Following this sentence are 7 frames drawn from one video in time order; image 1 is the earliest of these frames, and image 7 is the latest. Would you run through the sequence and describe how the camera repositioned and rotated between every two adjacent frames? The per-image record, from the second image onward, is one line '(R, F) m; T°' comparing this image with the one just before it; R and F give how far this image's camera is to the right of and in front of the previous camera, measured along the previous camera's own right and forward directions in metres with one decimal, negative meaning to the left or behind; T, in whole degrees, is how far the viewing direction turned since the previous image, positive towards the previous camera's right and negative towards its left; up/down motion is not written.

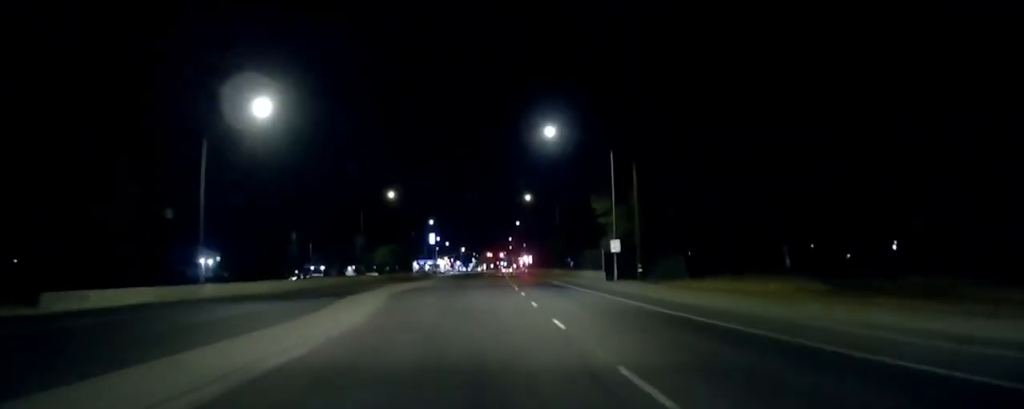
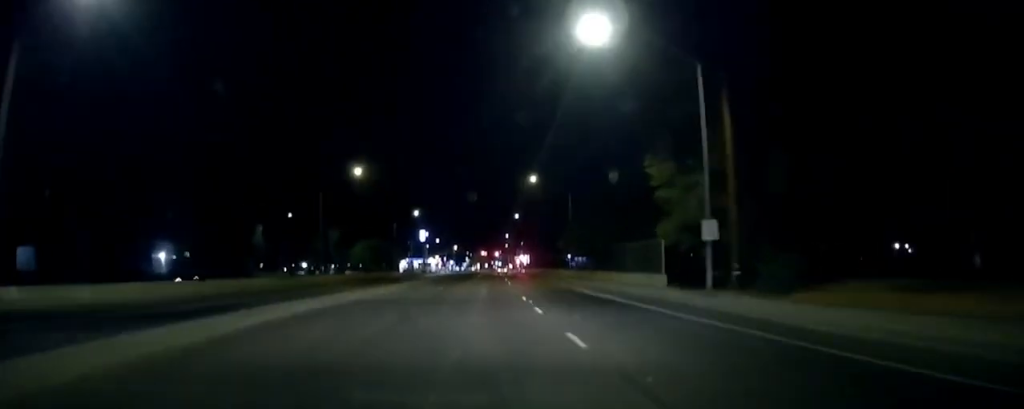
(-0.7, +17.9) m; -2°
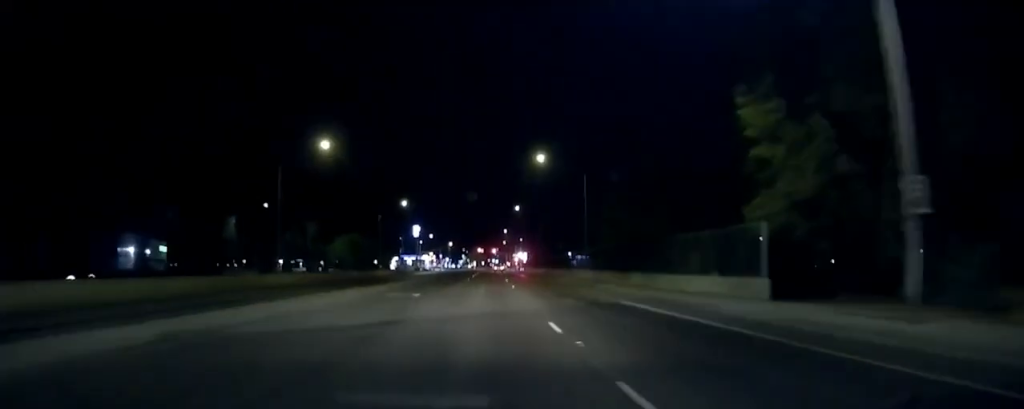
(0.0, +12.2) m; +2°
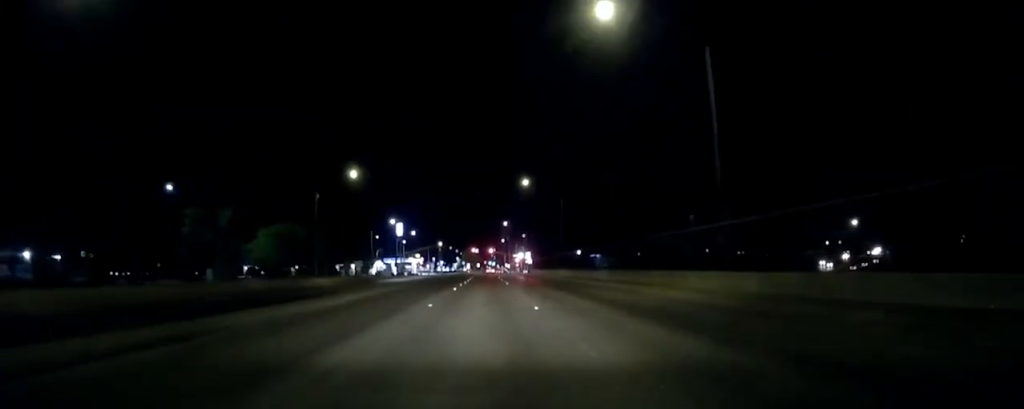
(+1.2, +33.5) m; +2°
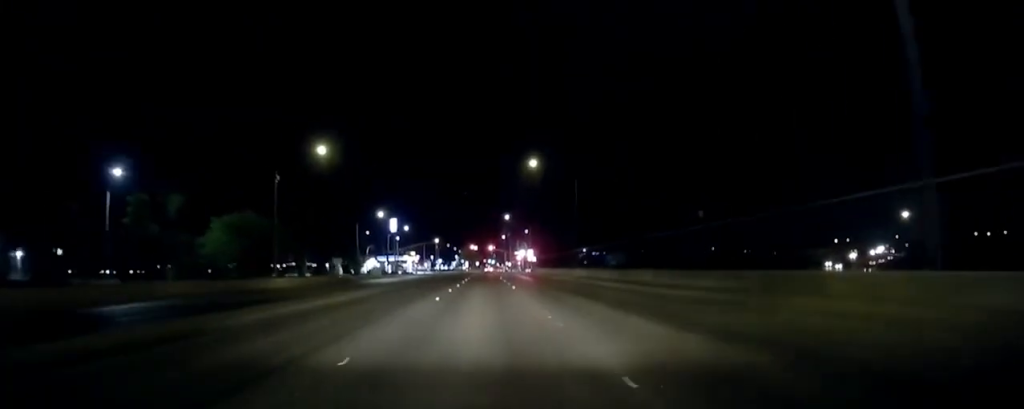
(0.0, +12.1) m; 0°
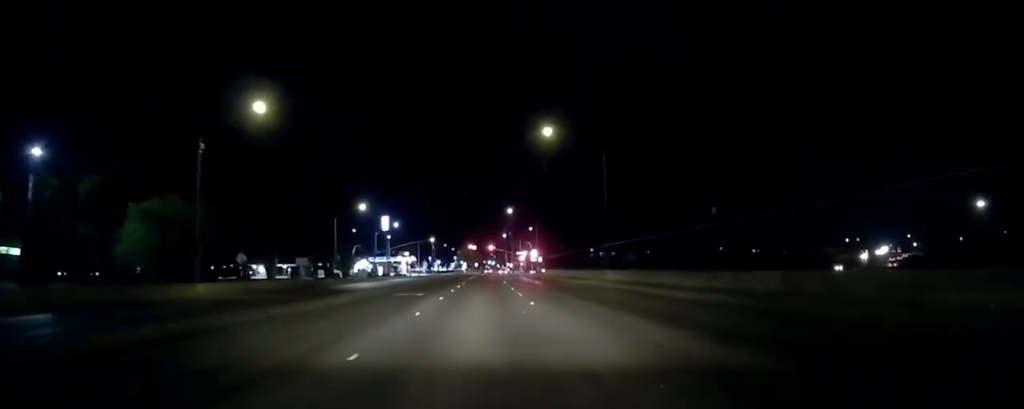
(0.0, +13.8) m; +1°
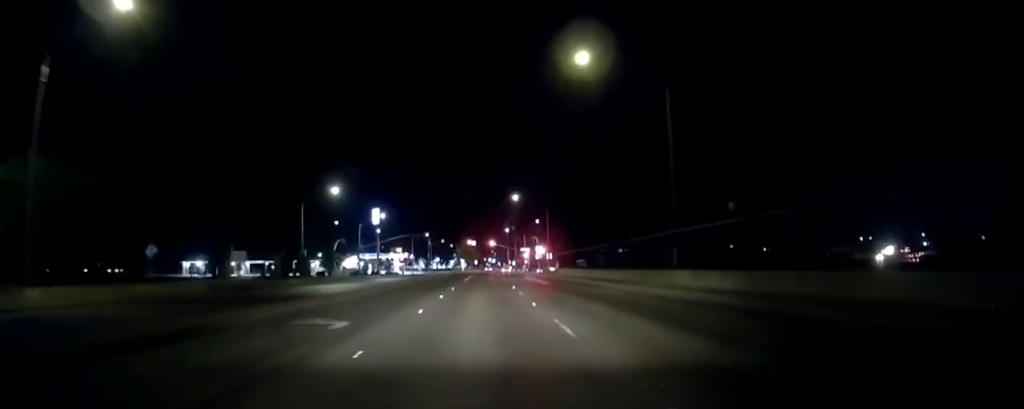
(+0.3, +17.2) m; +1°
